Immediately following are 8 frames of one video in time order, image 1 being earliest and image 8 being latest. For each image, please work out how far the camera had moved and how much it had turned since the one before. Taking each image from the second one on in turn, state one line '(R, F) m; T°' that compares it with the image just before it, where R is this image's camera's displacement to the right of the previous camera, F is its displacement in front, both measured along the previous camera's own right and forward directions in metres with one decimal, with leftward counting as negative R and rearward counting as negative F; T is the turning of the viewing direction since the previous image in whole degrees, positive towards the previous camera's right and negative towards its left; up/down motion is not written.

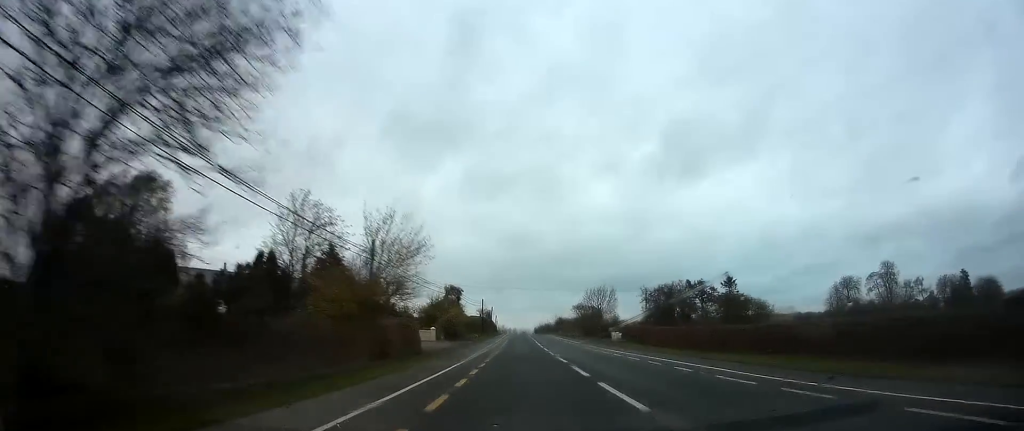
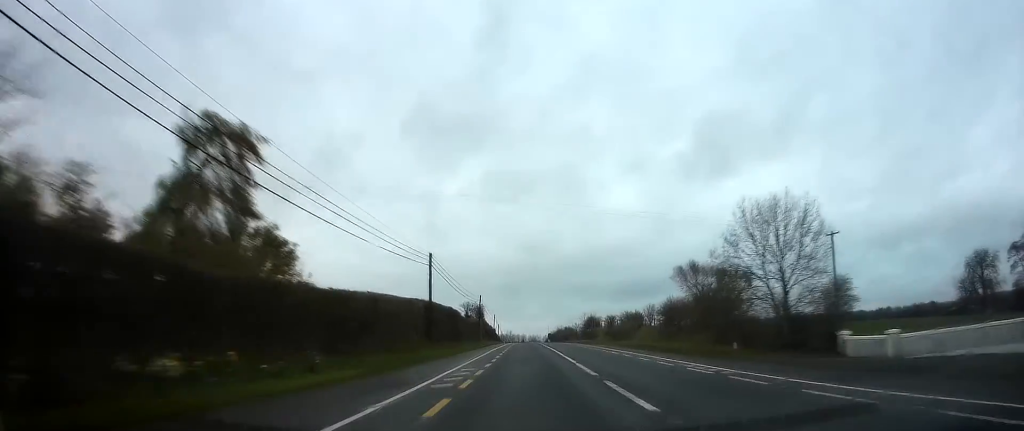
(-0.2, +70.9) m; -1°
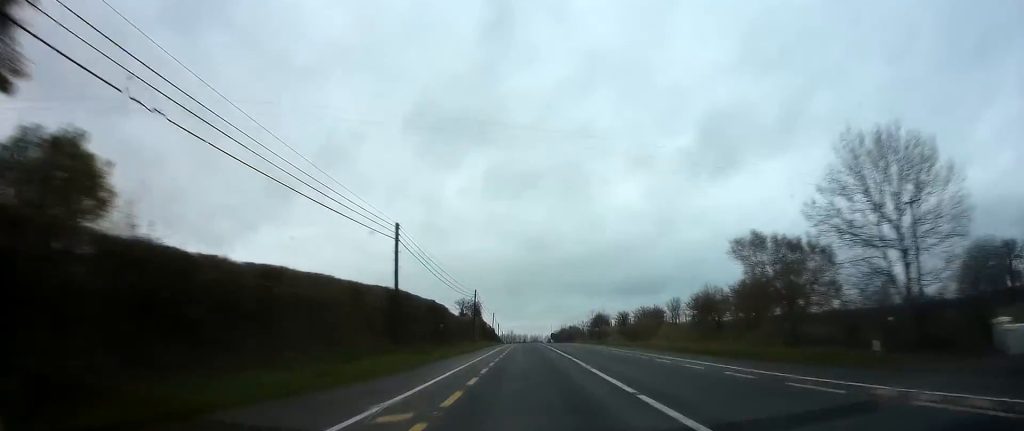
(0.0, +11.6) m; 0°
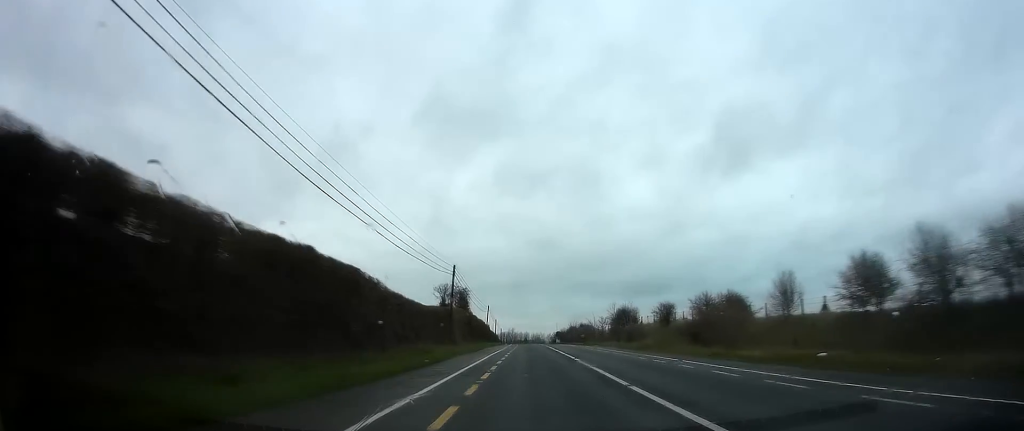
(-0.1, +26.7) m; 0°
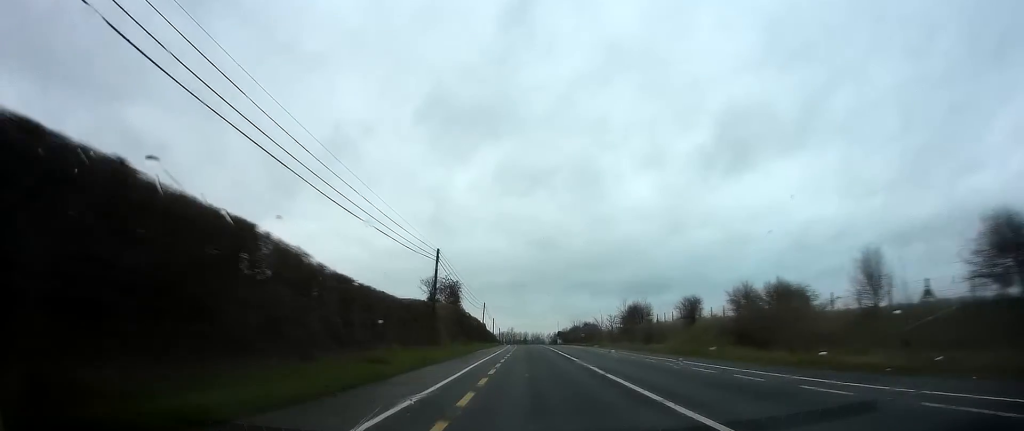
(0.0, +9.8) m; 0°
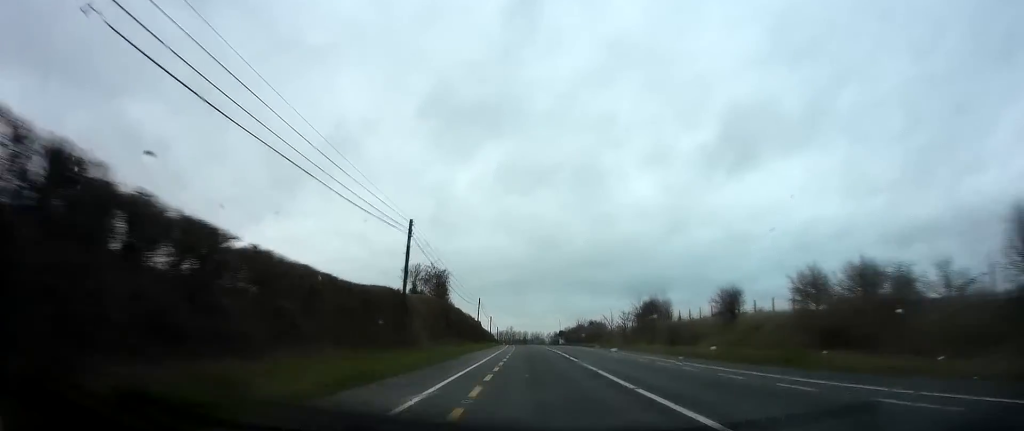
(0.0, +10.5) m; 0°
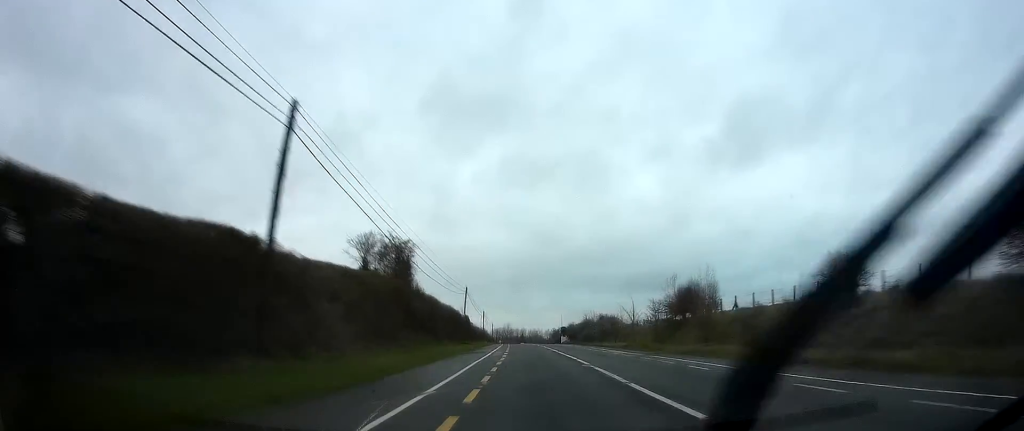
(0.0, +17.3) m; 0°
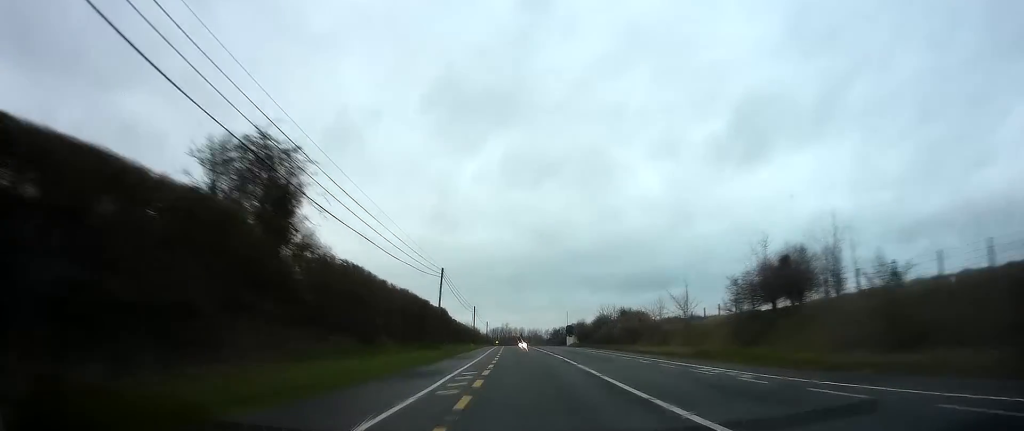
(+0.1, +21.2) m; 0°
